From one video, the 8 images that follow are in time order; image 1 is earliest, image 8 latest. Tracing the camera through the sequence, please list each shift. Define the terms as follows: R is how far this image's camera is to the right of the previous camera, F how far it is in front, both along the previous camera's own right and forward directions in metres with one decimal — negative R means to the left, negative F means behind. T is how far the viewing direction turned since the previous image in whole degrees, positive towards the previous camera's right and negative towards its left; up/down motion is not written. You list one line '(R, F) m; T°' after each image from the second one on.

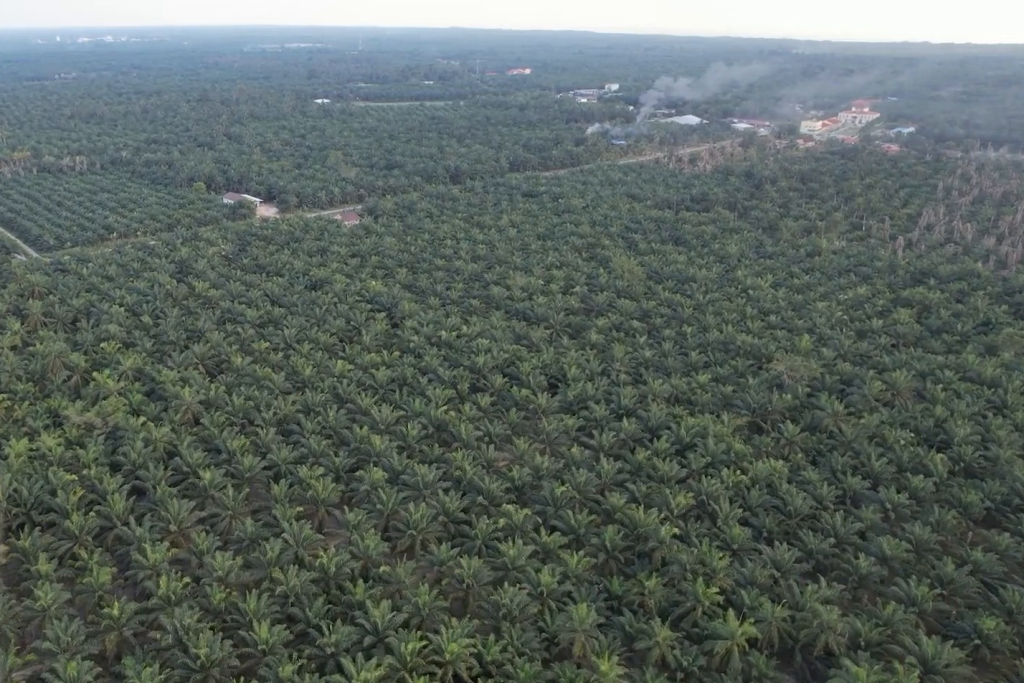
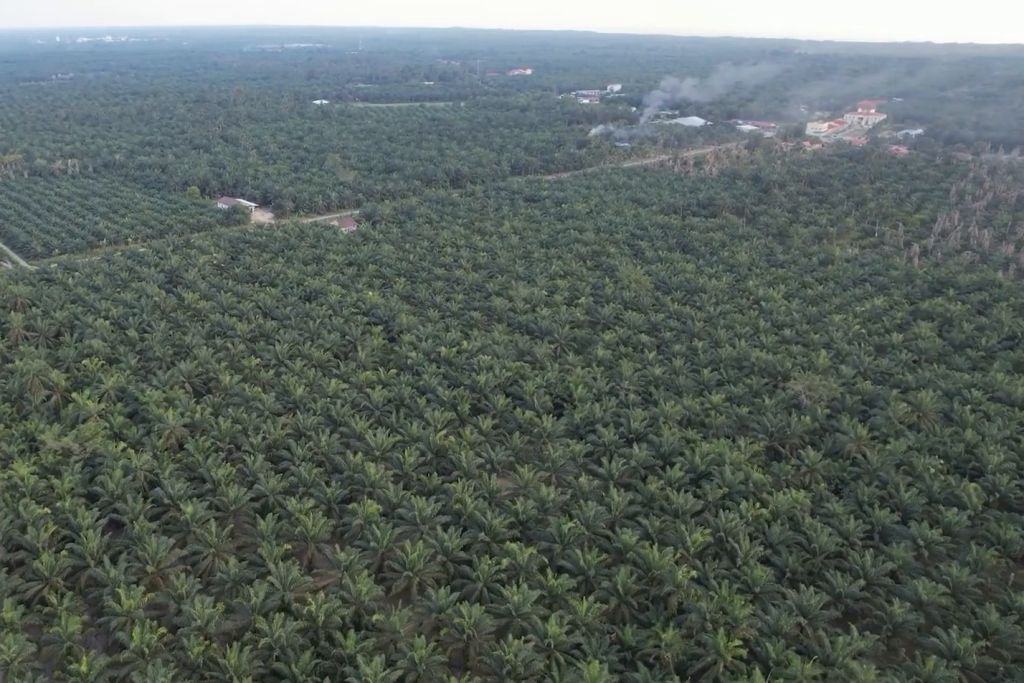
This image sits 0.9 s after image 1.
(0.0, +12.8) m; 0°
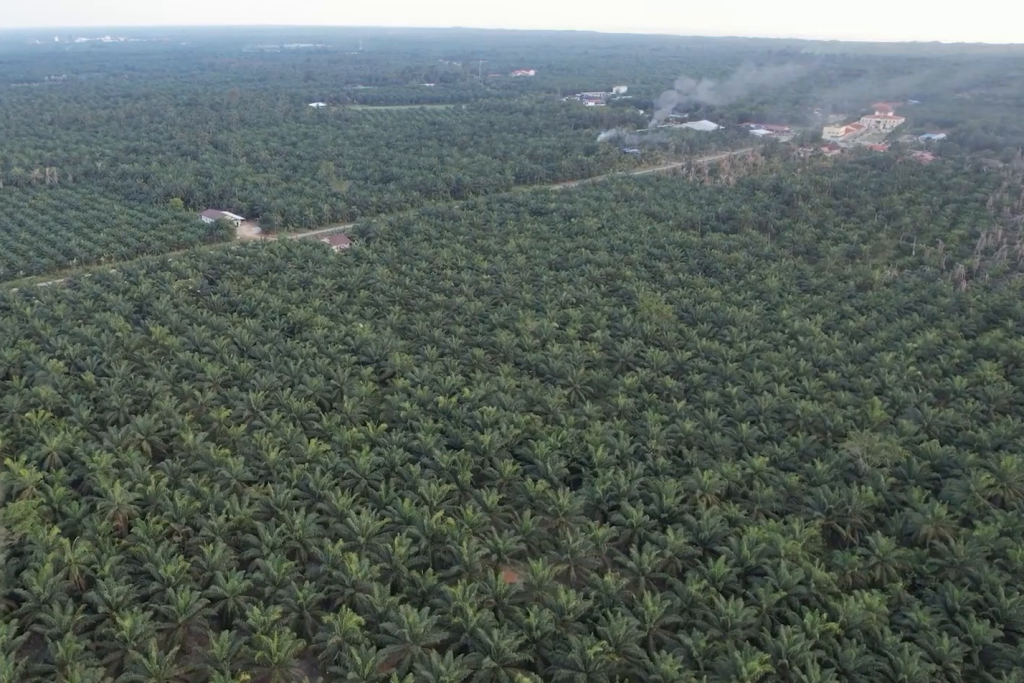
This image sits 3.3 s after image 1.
(0.0, +32.7) m; 0°
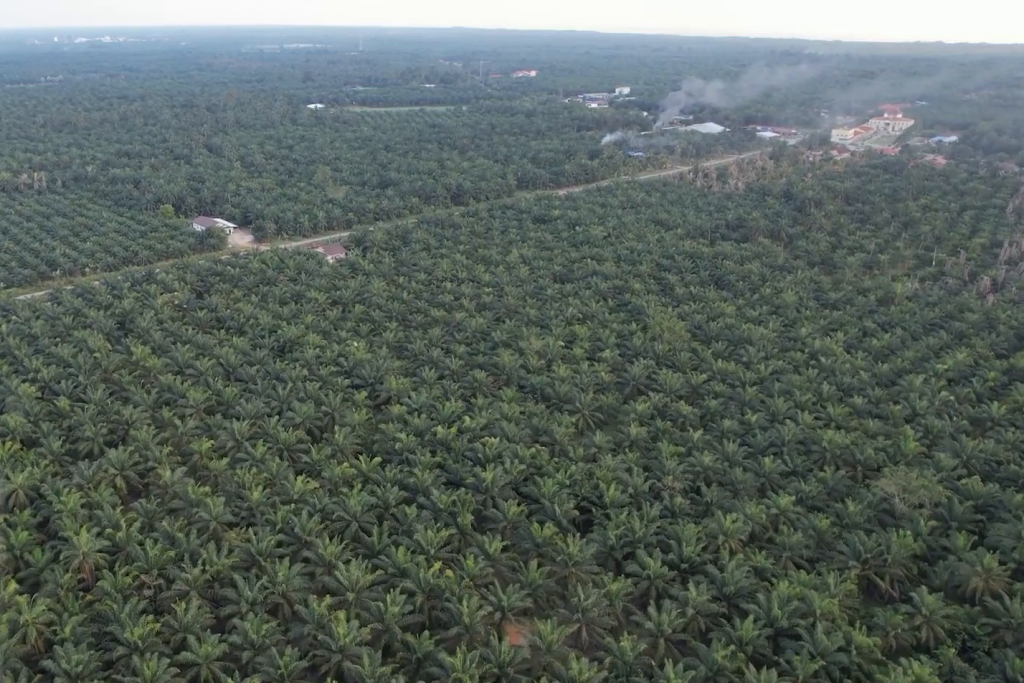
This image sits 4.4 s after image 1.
(0.0, +15.7) m; 0°
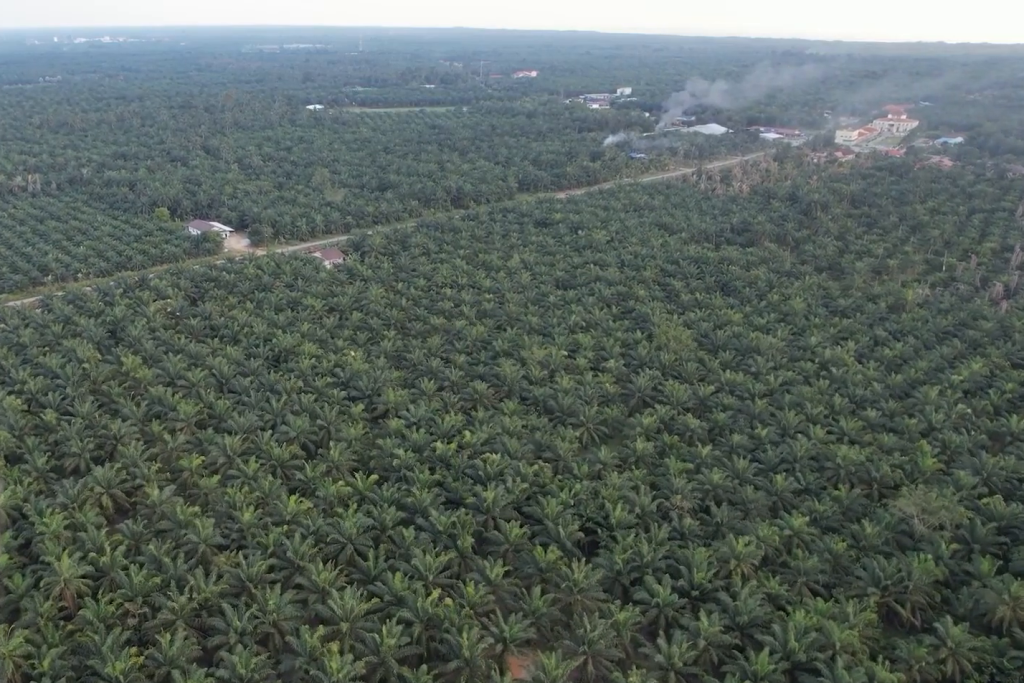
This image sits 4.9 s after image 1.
(0.0, +7.5) m; 0°
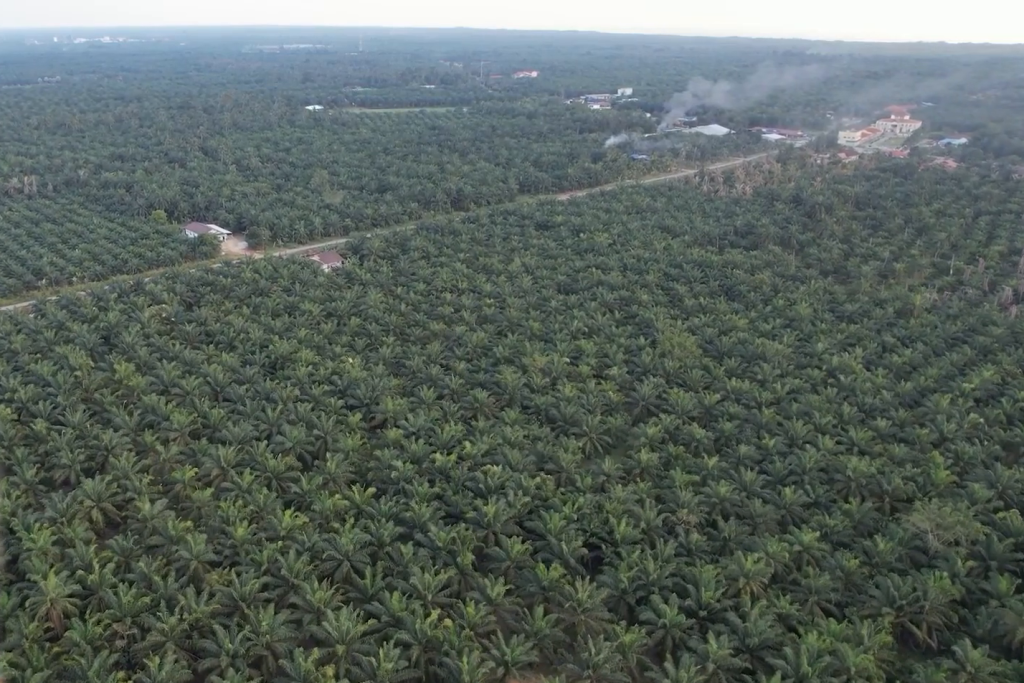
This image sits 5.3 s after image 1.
(0.0, +5.2) m; 0°
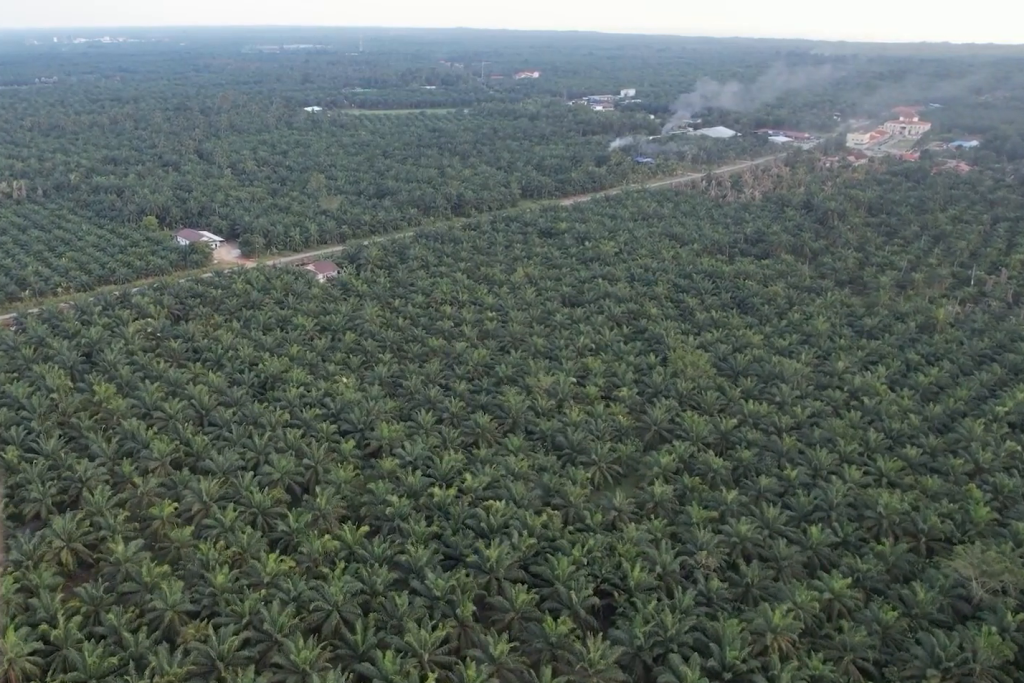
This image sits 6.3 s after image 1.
(0.0, +13.8) m; 0°
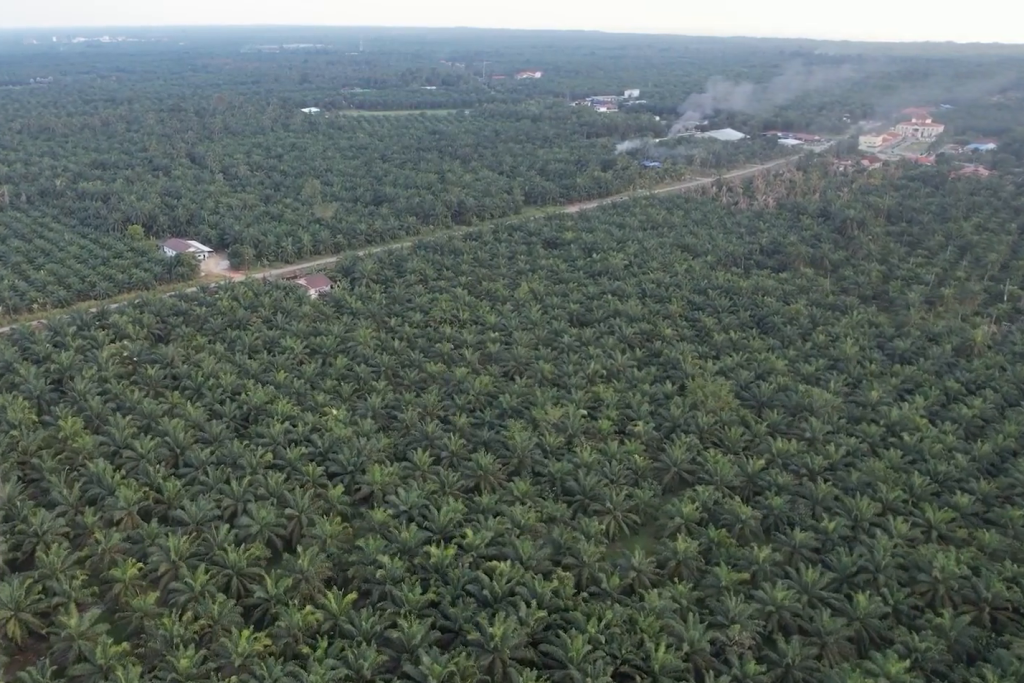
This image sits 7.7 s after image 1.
(0.0, +19.5) m; 0°
